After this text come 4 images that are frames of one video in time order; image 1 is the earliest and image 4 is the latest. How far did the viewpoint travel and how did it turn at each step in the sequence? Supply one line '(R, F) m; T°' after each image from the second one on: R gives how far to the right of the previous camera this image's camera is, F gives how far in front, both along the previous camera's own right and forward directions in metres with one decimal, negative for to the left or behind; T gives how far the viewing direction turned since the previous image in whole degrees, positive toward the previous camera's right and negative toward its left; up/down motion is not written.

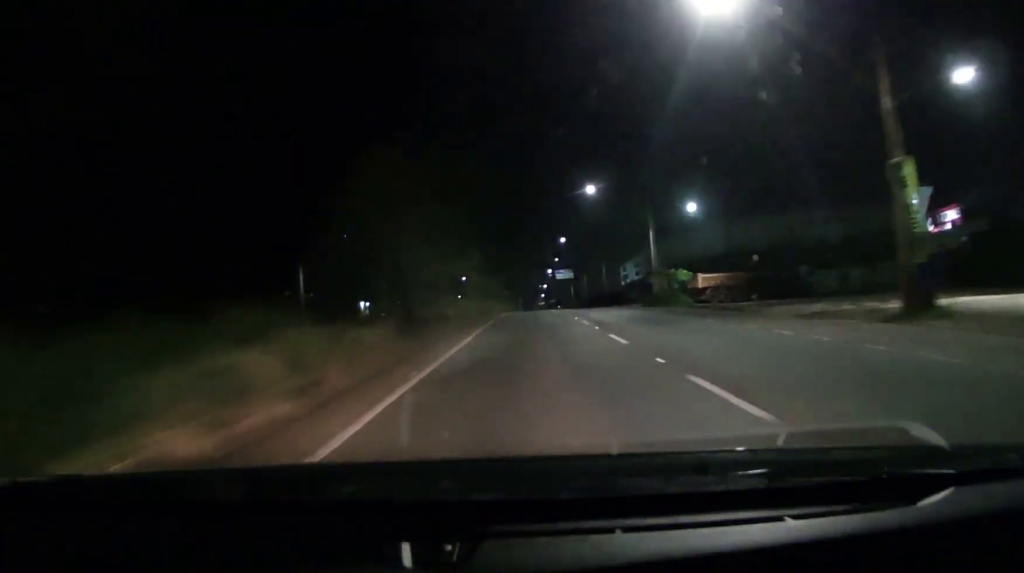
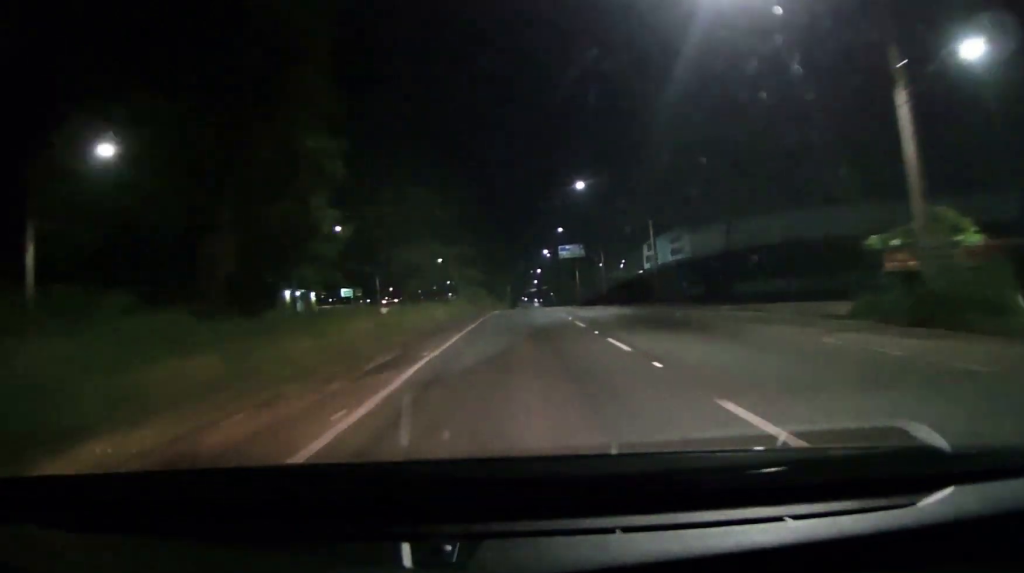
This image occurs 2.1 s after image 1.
(-0.7, +38.3) m; -1°
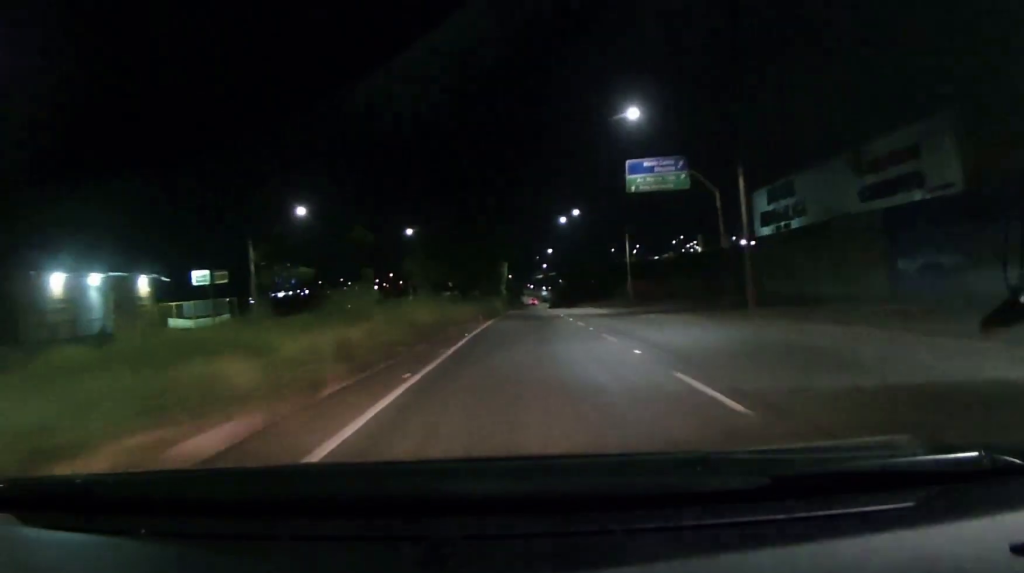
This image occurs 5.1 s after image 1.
(-0.4, +51.5) m; -1°
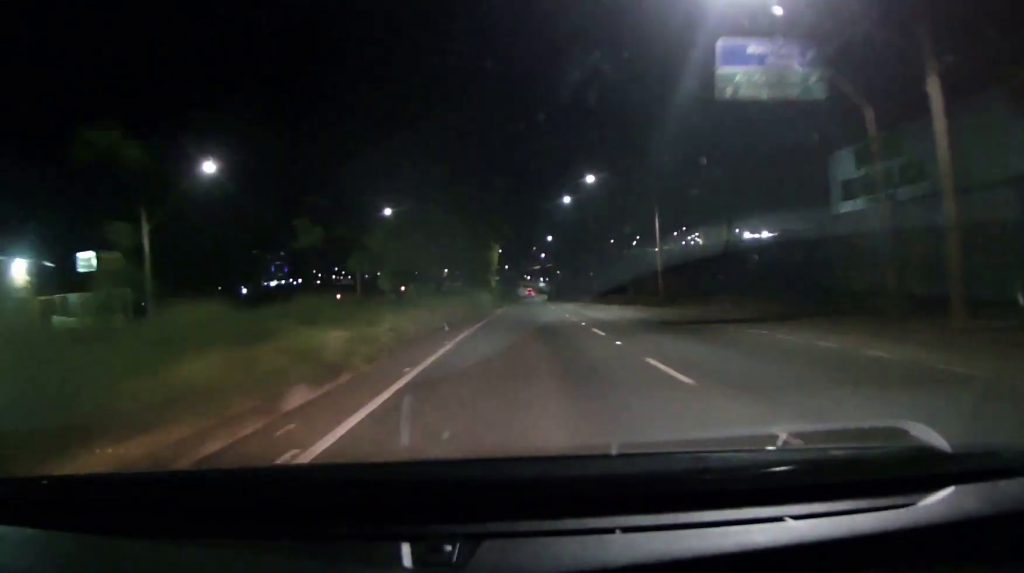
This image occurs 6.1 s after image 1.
(0.0, +16.2) m; +1°
